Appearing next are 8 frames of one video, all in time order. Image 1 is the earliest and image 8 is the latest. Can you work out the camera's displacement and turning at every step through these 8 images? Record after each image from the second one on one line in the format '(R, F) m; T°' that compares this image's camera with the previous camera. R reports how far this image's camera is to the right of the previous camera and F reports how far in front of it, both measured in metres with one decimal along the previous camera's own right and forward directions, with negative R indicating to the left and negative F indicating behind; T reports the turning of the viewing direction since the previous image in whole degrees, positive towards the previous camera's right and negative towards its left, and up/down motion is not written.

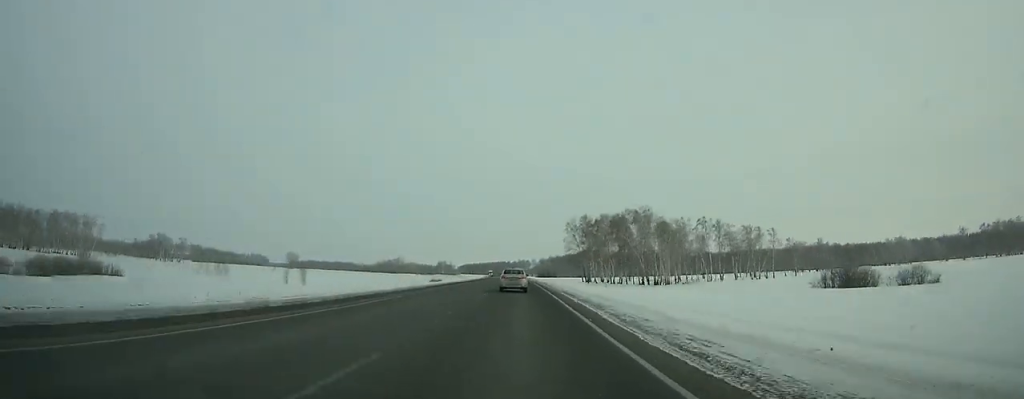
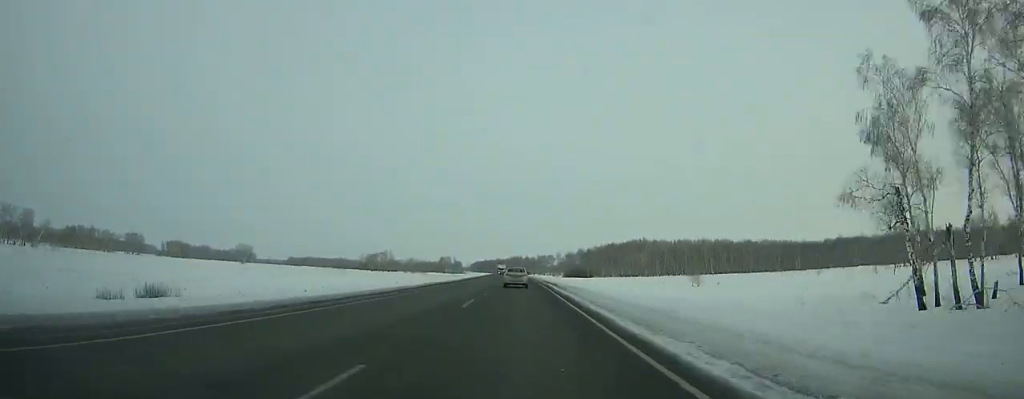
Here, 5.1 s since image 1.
(-2.3, +146.8) m; -2°
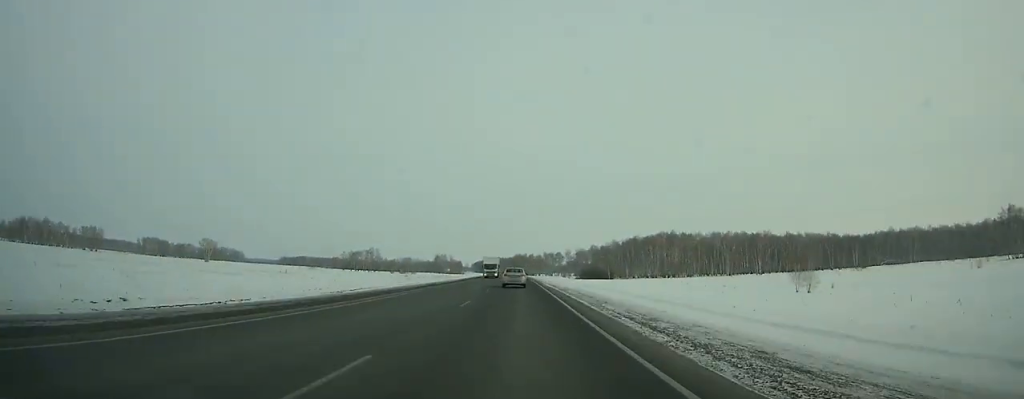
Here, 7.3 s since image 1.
(-0.7, +63.7) m; -1°
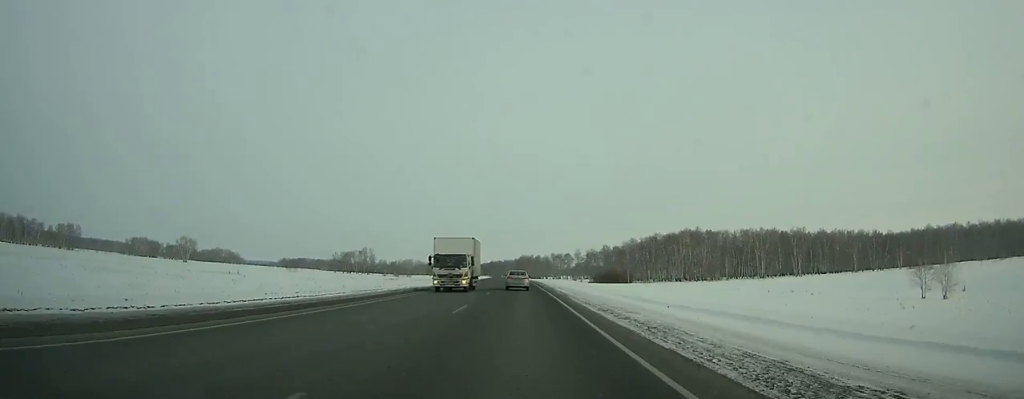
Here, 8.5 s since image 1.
(0.0, +34.8) m; 0°
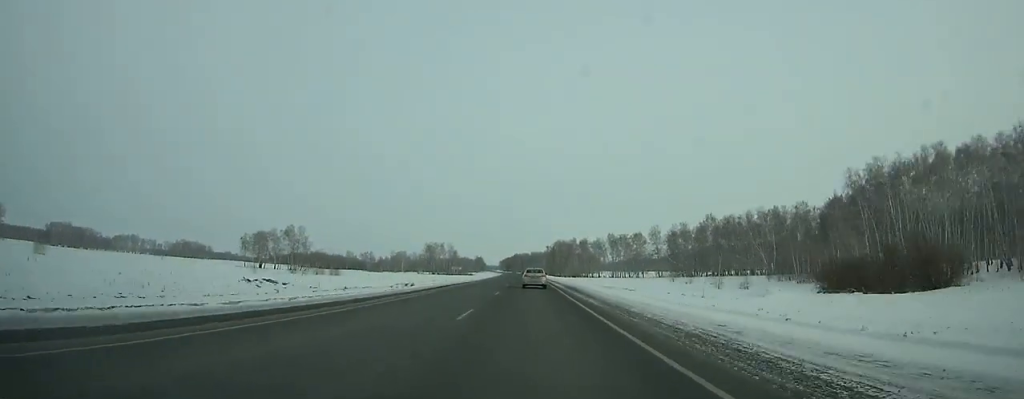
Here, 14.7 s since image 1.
(-3.5, +179.4) m; -2°
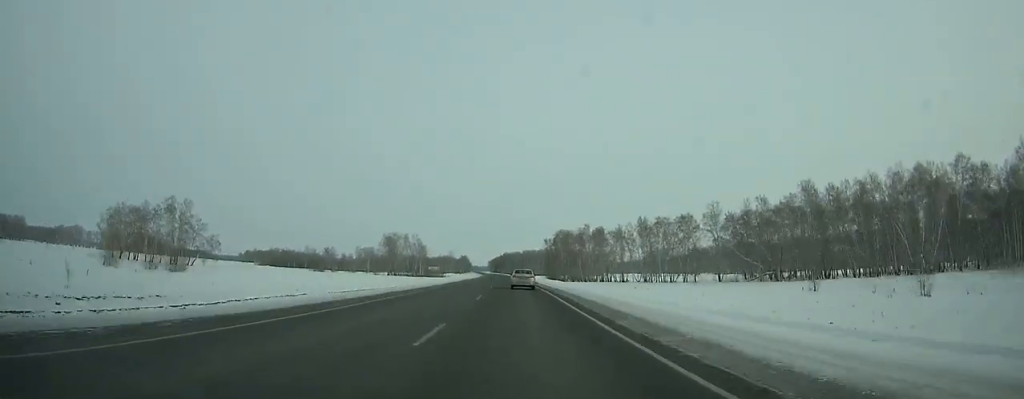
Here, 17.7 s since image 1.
(-0.3, +85.8) m; -1°
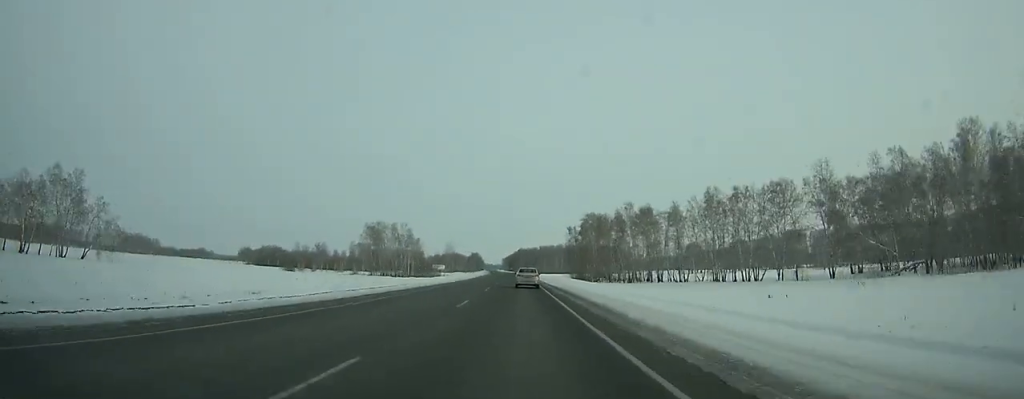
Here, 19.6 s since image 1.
(-0.3, +53.8) m; -1°
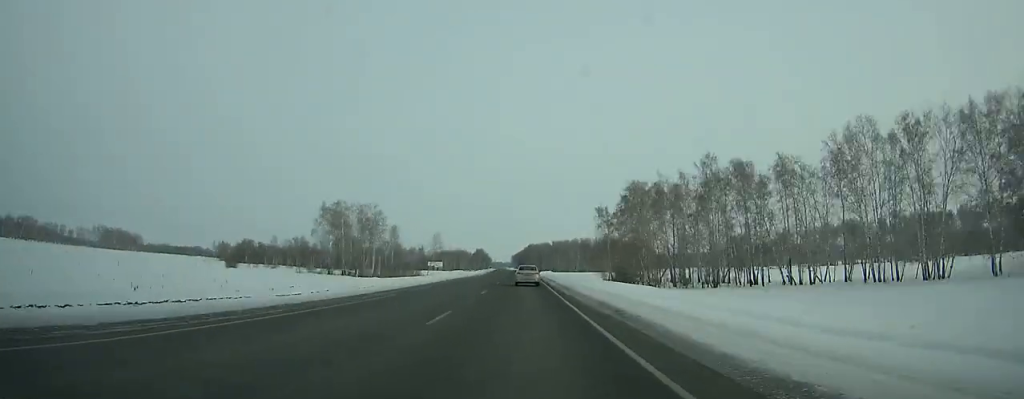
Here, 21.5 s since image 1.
(-0.2, +53.4) m; -1°
